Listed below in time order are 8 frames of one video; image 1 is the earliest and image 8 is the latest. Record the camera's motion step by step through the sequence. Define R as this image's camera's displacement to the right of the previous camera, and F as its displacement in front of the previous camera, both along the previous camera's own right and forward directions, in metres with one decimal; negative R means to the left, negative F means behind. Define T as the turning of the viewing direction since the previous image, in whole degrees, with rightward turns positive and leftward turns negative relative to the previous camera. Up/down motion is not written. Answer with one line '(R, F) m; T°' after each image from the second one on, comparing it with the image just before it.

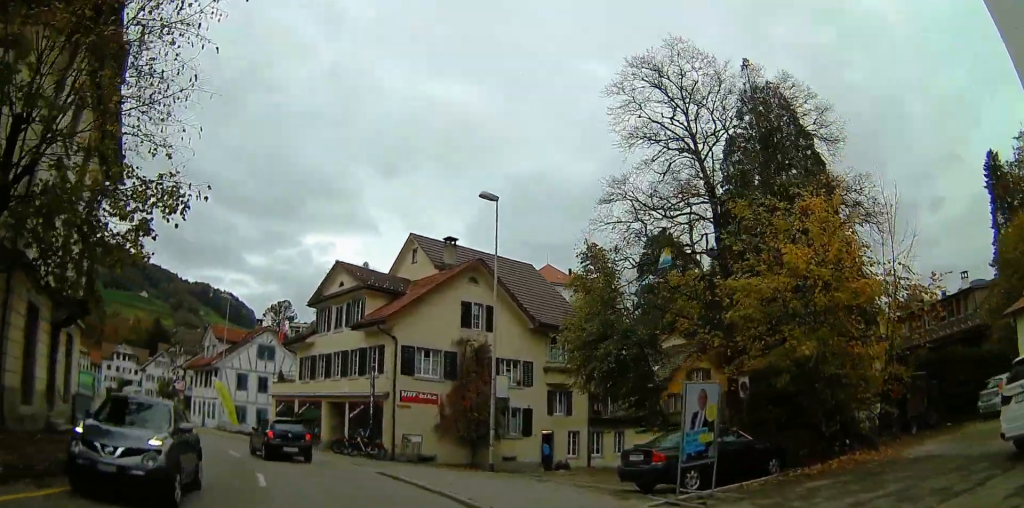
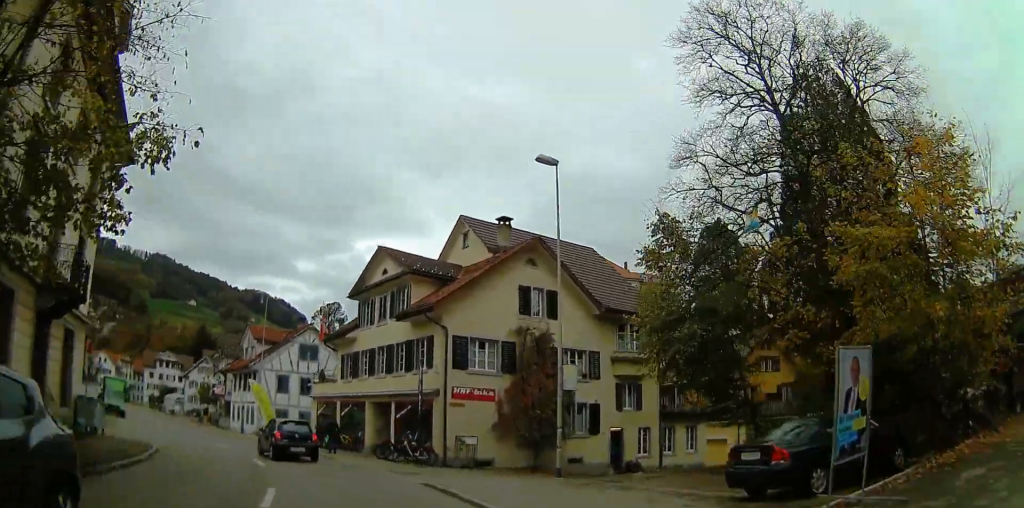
(+0.3, +3.7) m; -8°
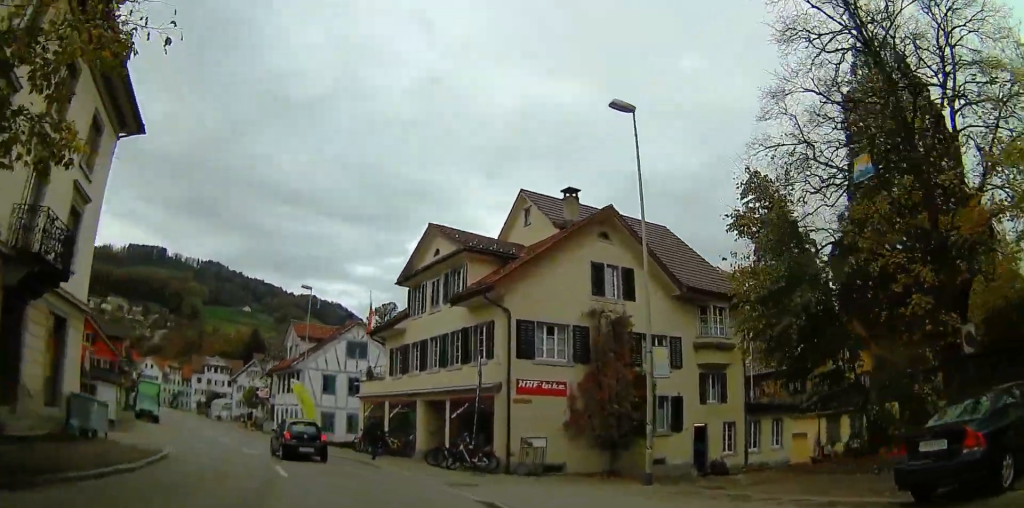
(-0.2, +3.2) m; -9°
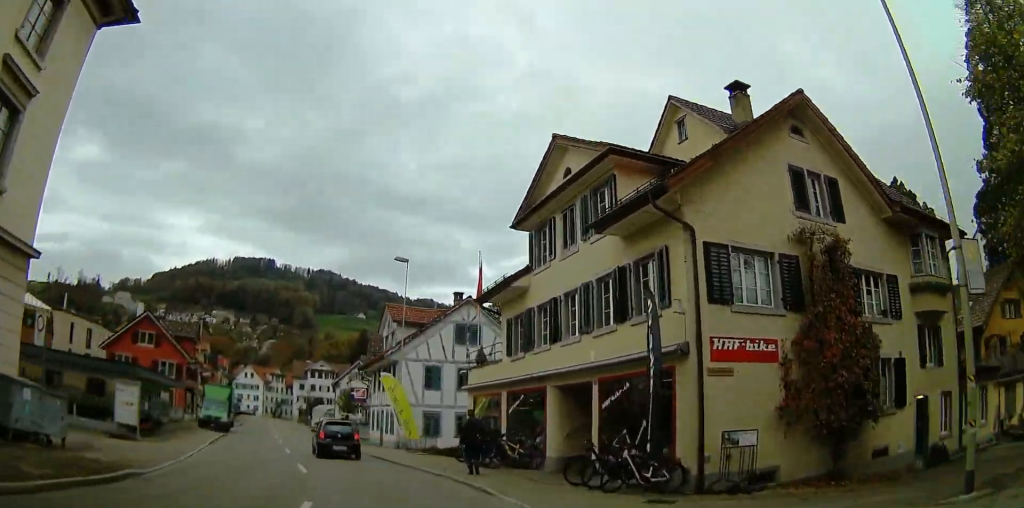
(-2.0, +6.0) m; -15°
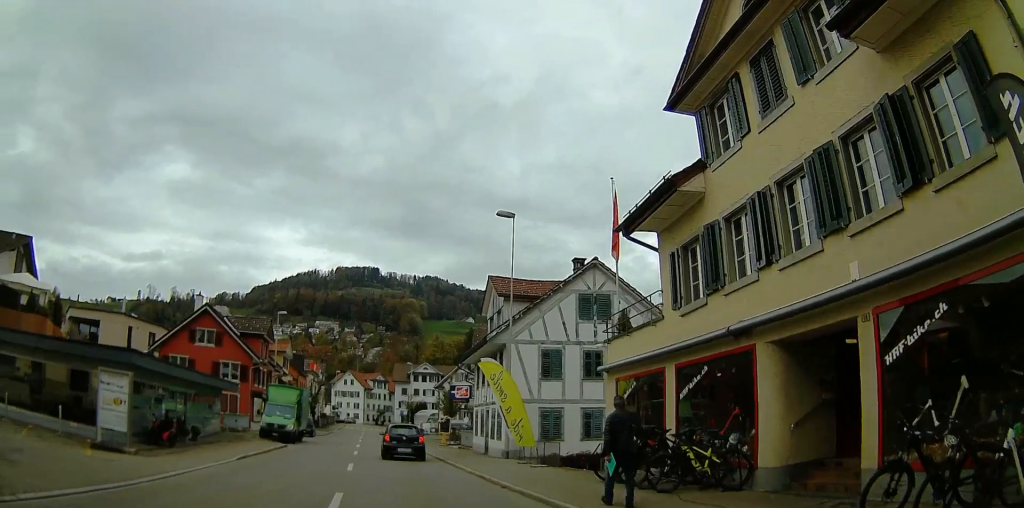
(+0.4, +7.1) m; +3°
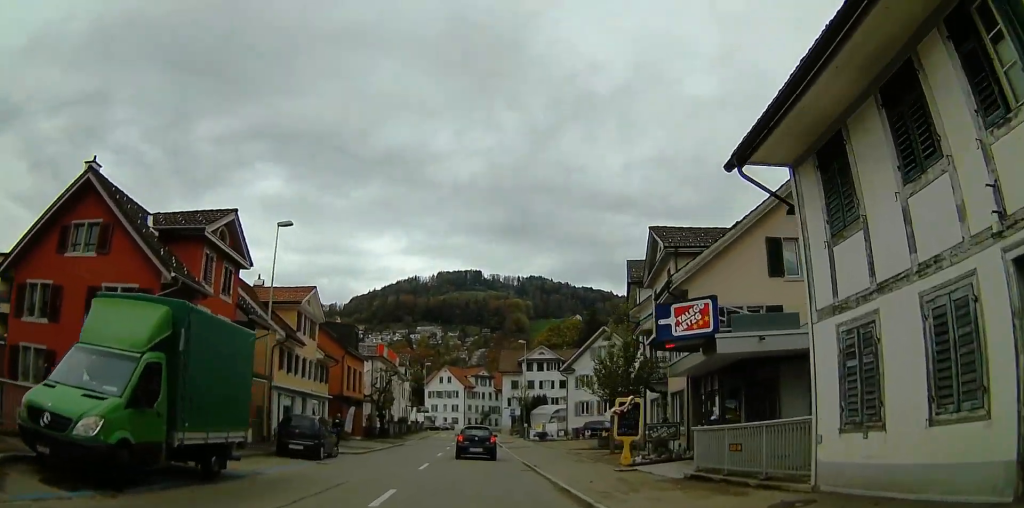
(-2.7, +24.1) m; -10°
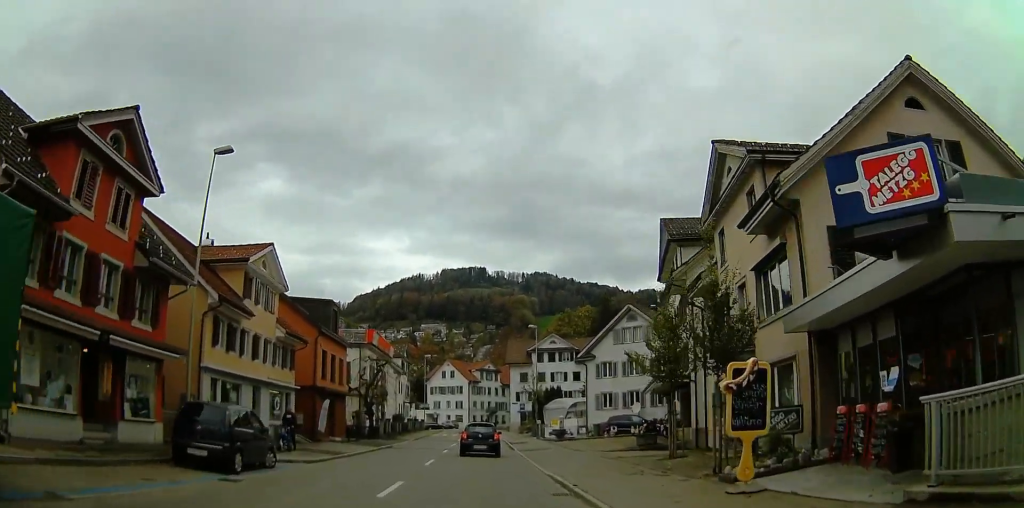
(0.0, +7.8) m; -1°
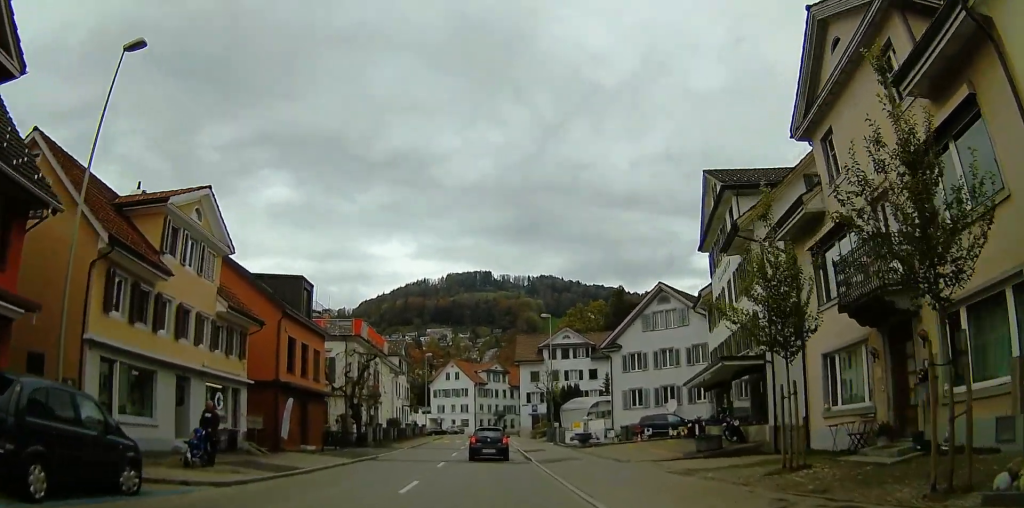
(0.0, +7.2) m; 0°
